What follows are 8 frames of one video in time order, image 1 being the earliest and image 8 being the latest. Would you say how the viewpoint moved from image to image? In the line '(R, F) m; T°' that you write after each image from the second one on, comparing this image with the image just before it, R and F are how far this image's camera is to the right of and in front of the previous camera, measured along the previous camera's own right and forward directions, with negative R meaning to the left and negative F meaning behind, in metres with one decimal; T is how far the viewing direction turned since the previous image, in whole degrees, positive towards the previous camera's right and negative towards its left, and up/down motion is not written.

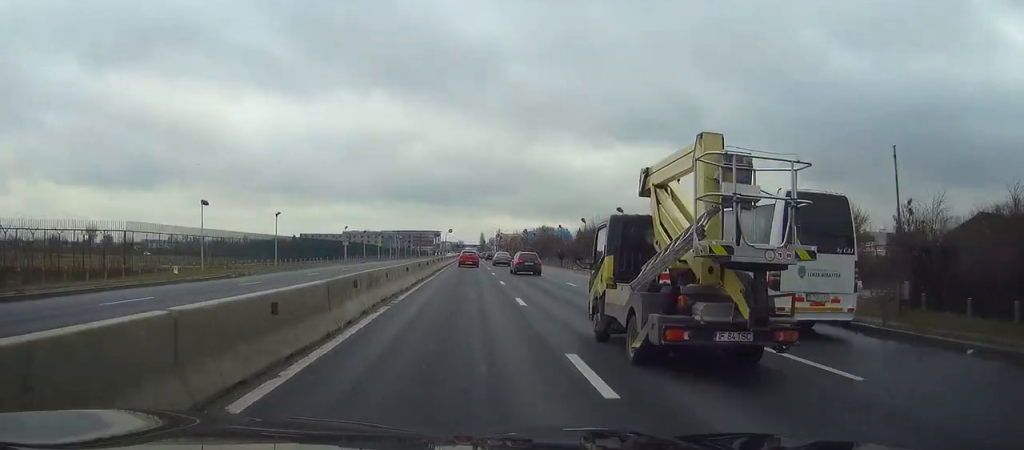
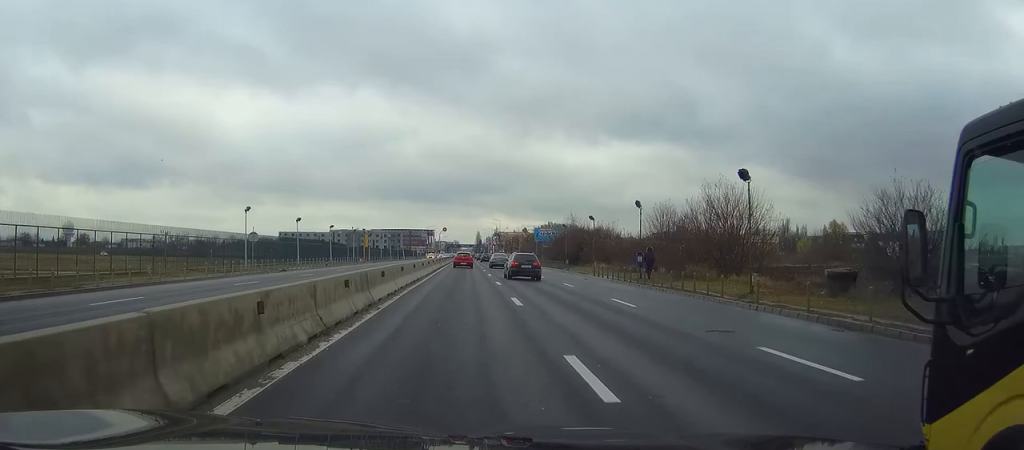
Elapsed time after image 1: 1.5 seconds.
(+0.2, +36.7) m; 0°
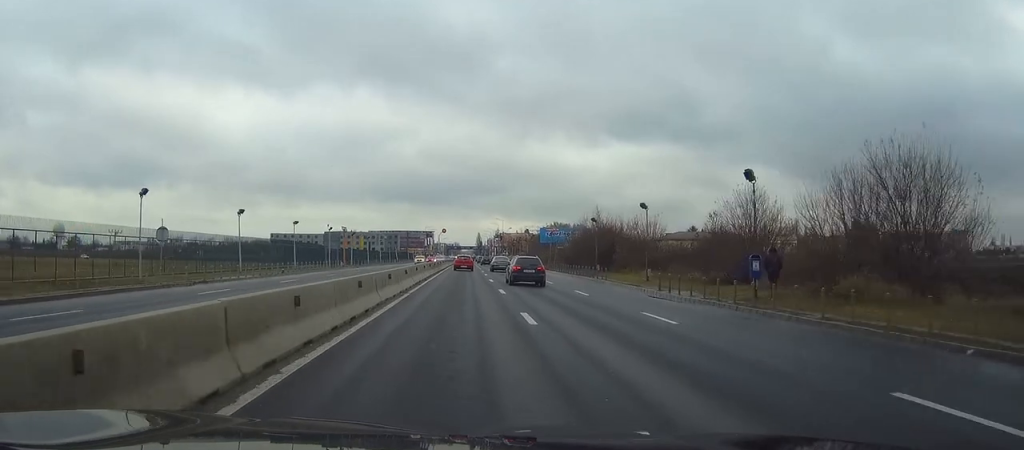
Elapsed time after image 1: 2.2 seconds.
(0.0, +16.3) m; 0°
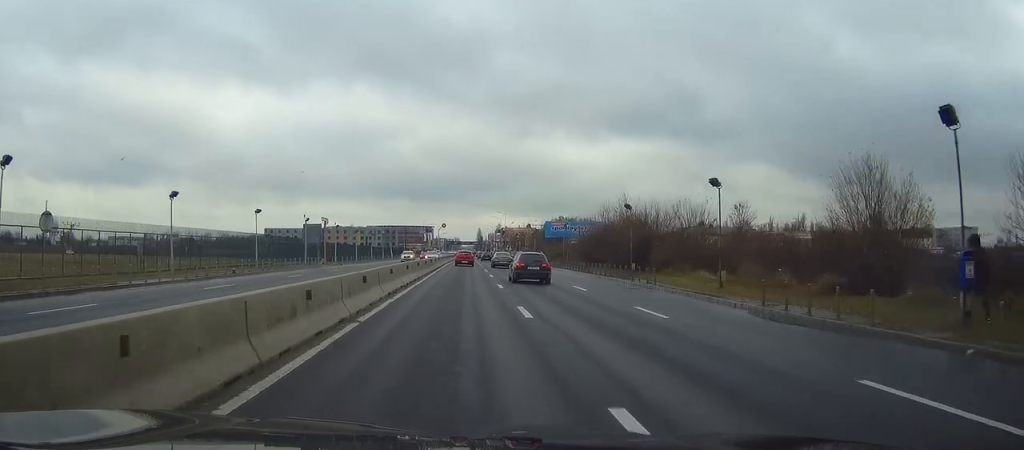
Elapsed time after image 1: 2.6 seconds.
(0.0, +11.4) m; 0°
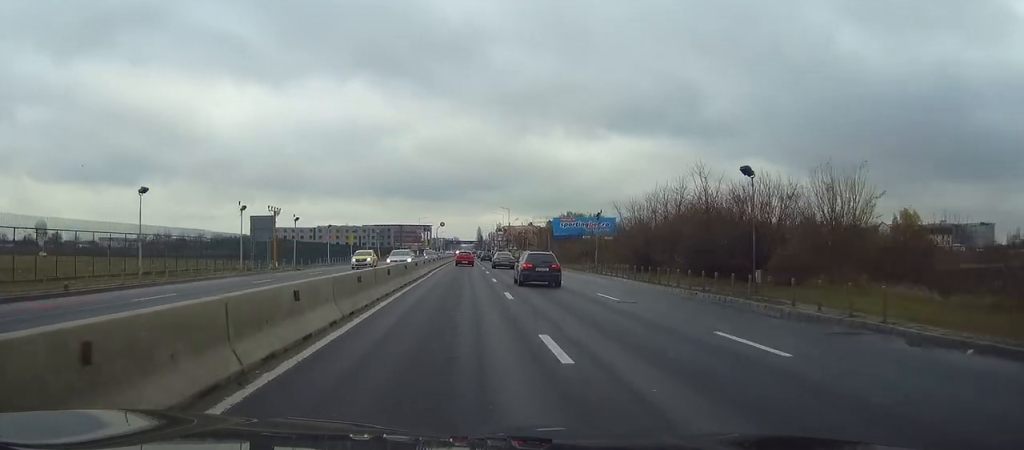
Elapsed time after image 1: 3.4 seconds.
(0.0, +18.7) m; 0°
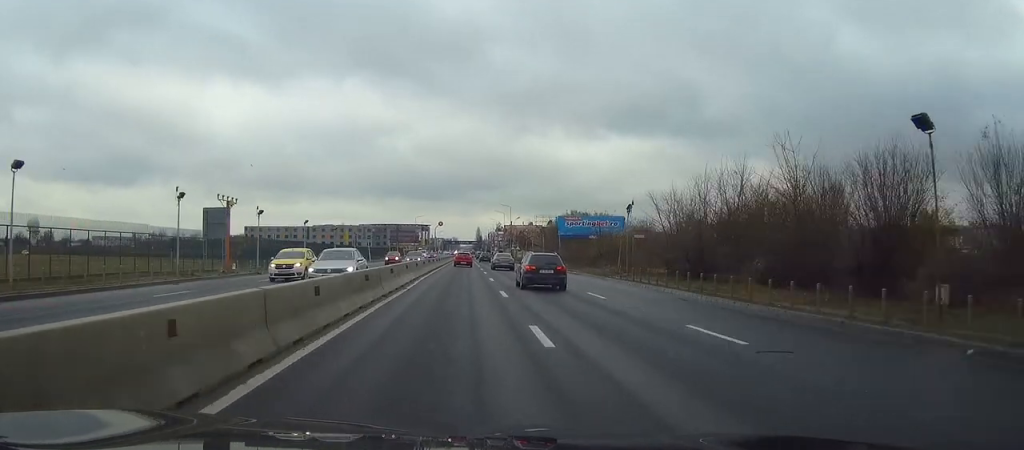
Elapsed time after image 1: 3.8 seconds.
(0.0, +10.5) m; 0°
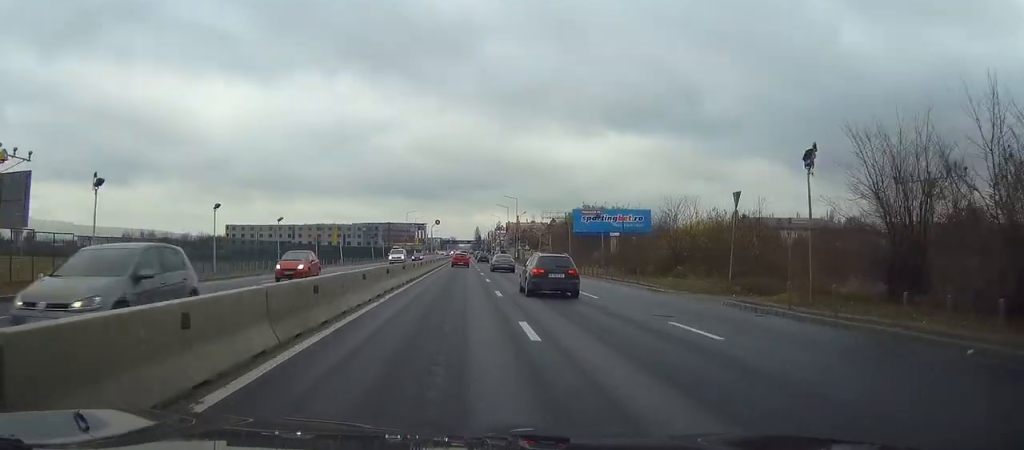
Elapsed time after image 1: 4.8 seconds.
(+0.1, +23.6) m; 0°
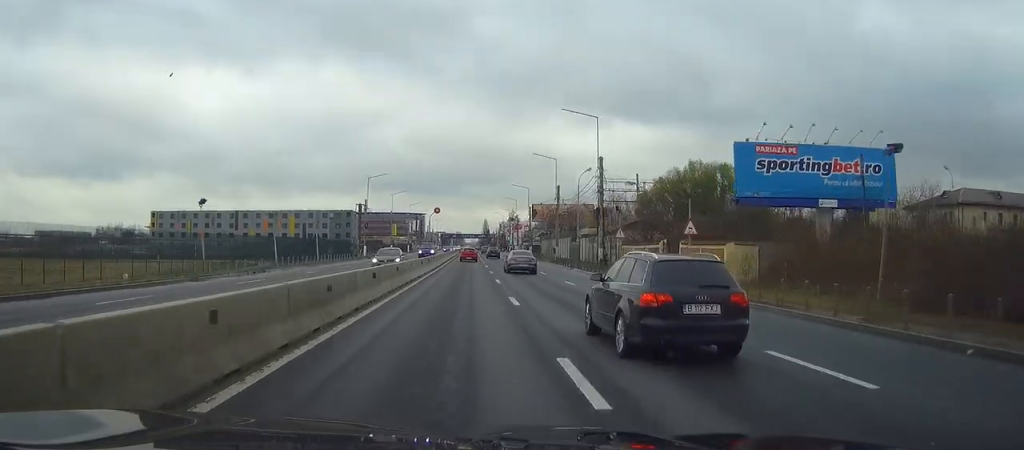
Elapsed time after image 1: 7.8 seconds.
(-0.7, +76.6) m; -1°
